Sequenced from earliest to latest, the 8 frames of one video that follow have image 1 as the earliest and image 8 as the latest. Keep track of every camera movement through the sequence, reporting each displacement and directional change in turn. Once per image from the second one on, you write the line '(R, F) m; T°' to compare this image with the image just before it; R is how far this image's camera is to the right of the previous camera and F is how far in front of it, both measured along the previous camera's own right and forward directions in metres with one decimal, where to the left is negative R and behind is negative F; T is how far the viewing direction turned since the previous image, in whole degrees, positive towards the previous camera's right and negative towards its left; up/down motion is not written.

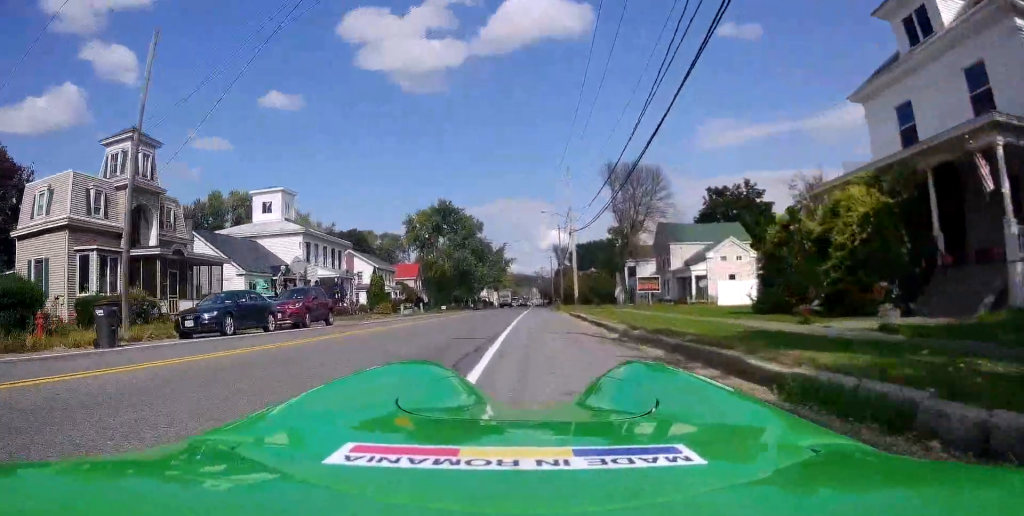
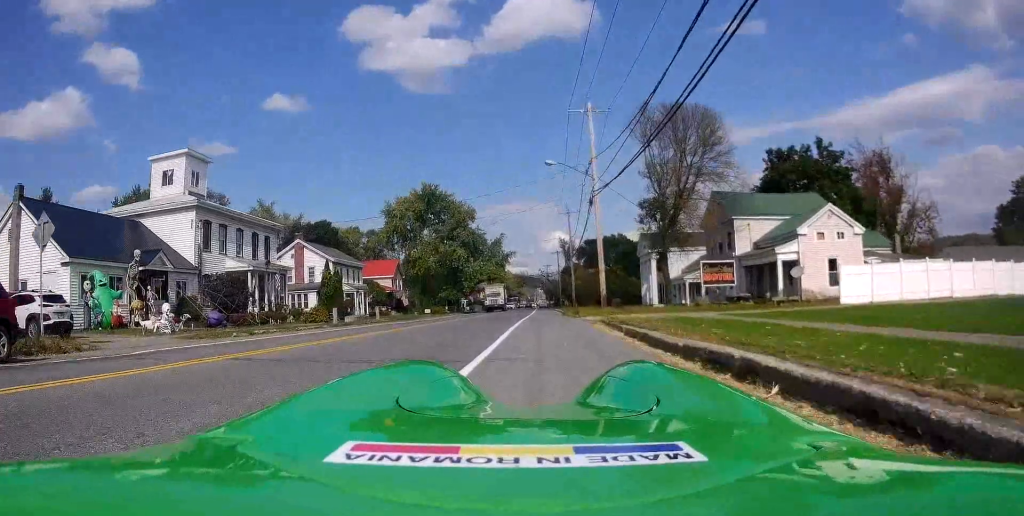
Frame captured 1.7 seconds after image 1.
(-0.3, +18.4) m; 0°
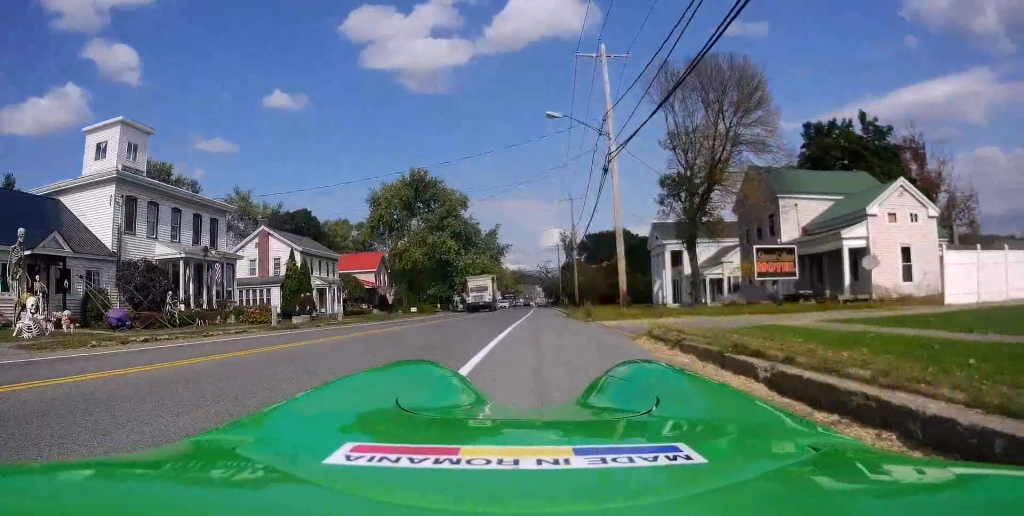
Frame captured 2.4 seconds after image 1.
(0.0, +8.2) m; +2°
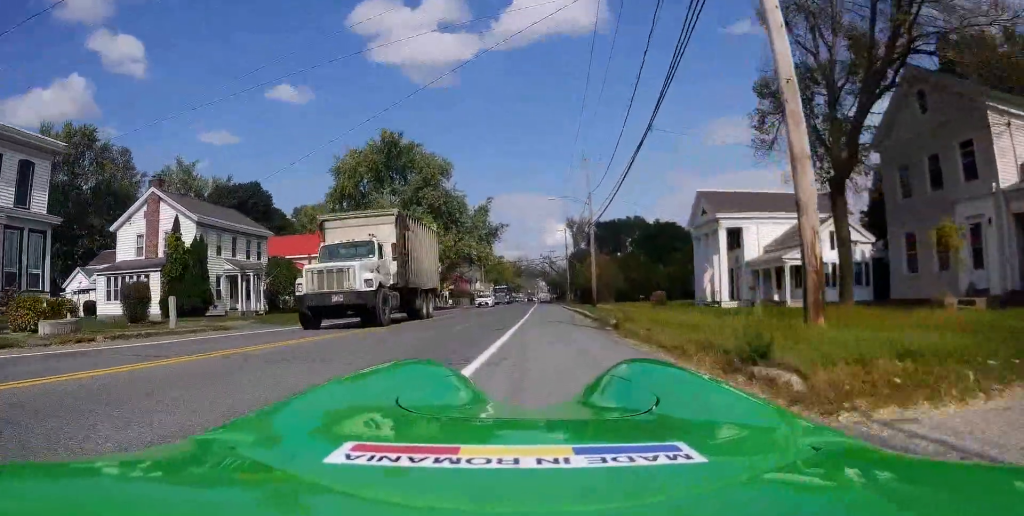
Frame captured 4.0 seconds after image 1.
(0.0, +16.4) m; -2°
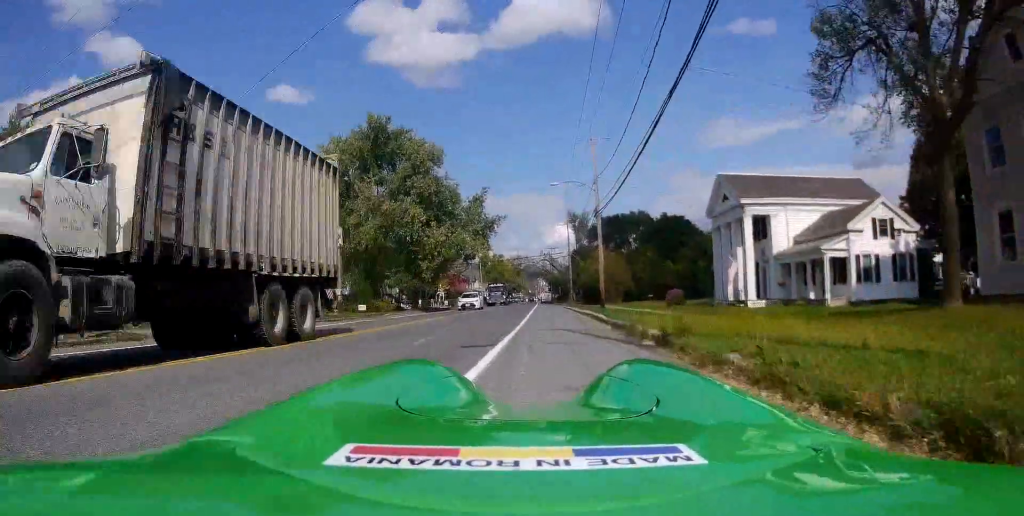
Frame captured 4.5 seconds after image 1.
(-0.2, +5.1) m; -1°
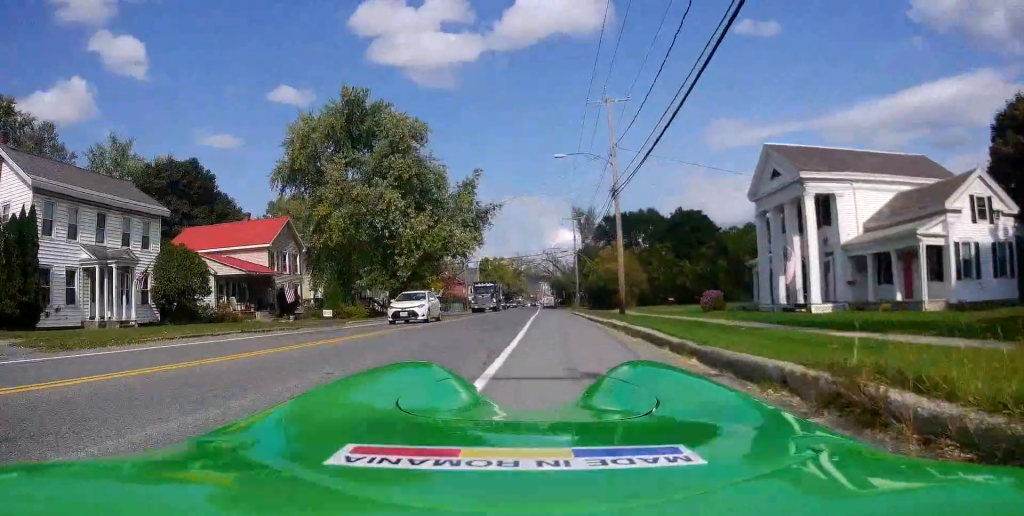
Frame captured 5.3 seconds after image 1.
(+0.1, +8.7) m; +3°
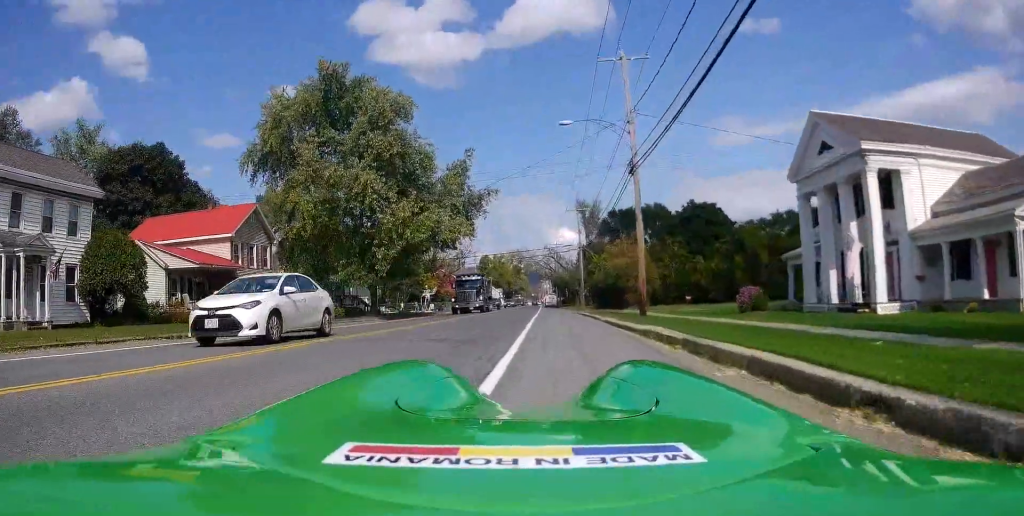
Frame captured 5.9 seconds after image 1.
(+0.2, +6.1) m; +1°
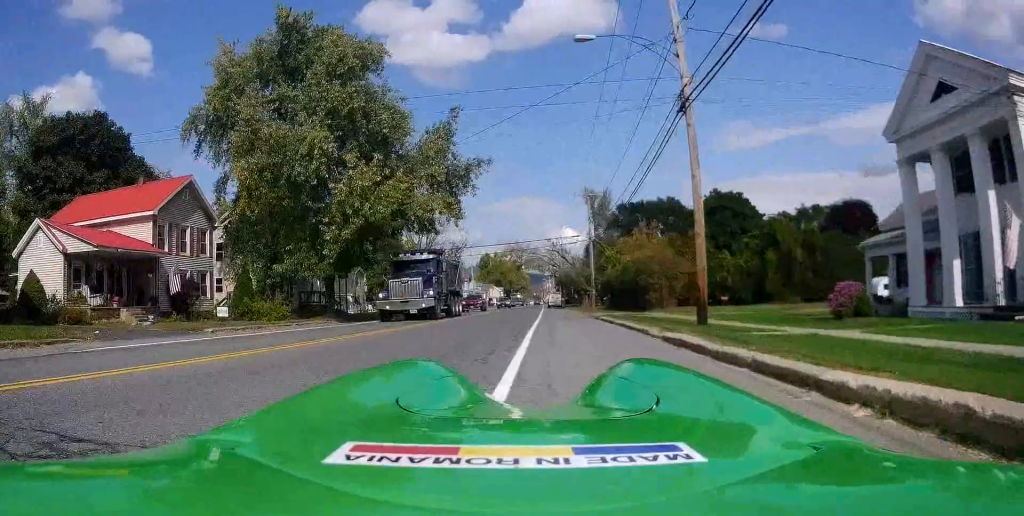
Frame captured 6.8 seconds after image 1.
(+0.2, +9.2) m; 0°
